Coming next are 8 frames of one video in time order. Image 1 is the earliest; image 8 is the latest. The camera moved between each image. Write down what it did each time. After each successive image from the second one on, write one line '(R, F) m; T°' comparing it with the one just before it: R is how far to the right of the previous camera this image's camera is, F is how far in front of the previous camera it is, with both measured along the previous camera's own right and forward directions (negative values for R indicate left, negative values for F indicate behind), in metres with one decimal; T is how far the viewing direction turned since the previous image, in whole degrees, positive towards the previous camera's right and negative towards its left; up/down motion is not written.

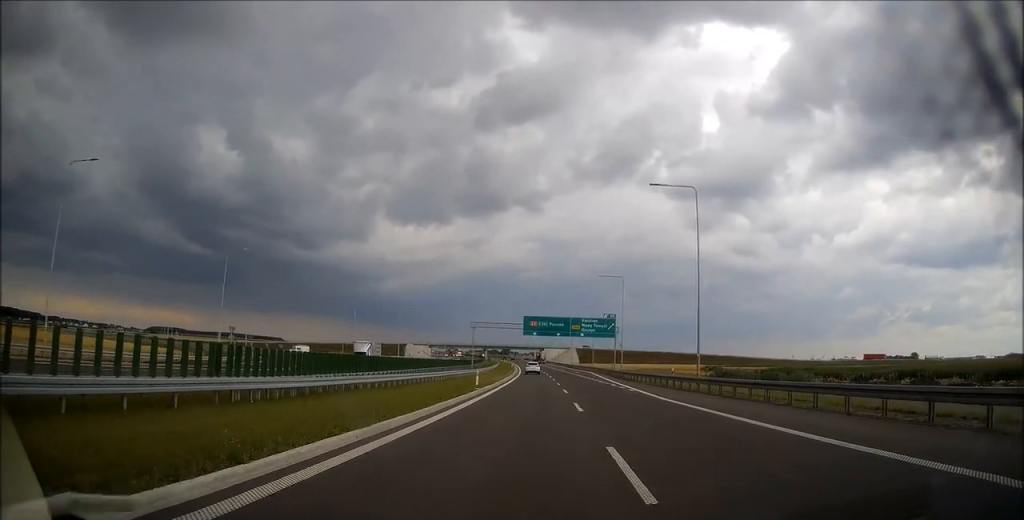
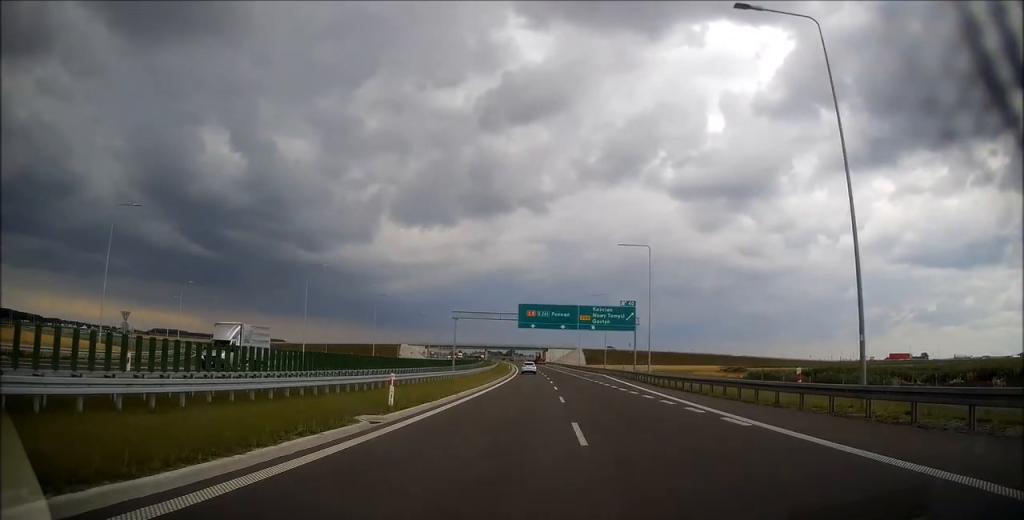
(0.0, +19.8) m; -1°
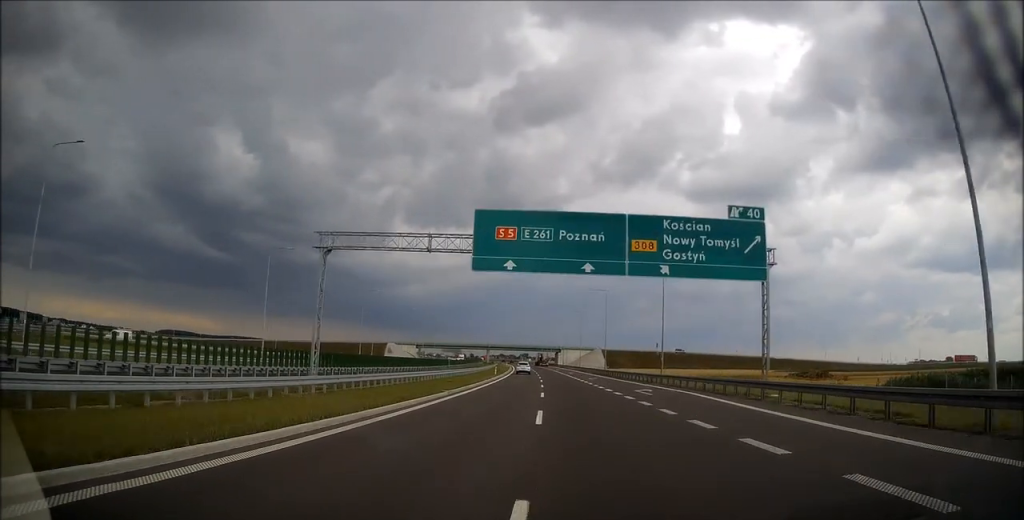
(-0.7, +44.3) m; -1°
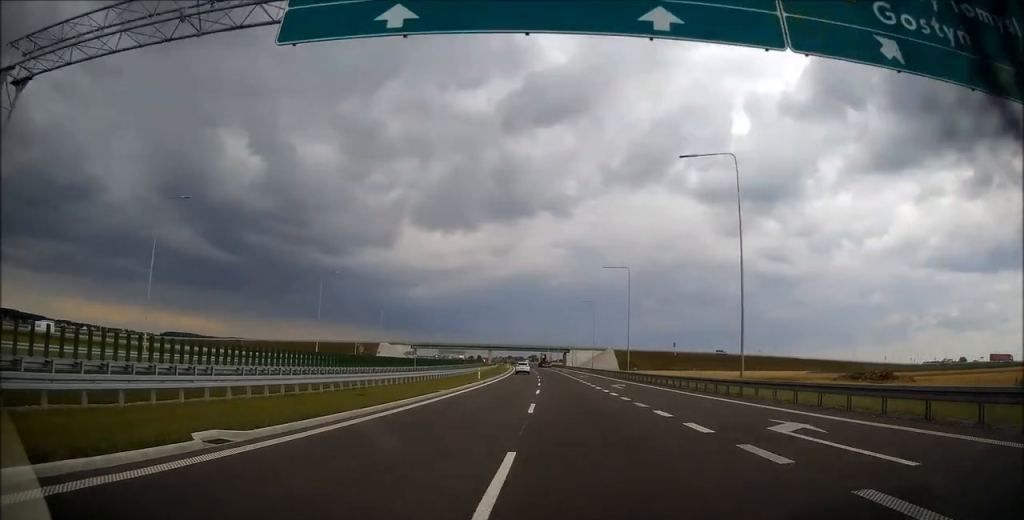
(0.0, +21.0) m; 0°
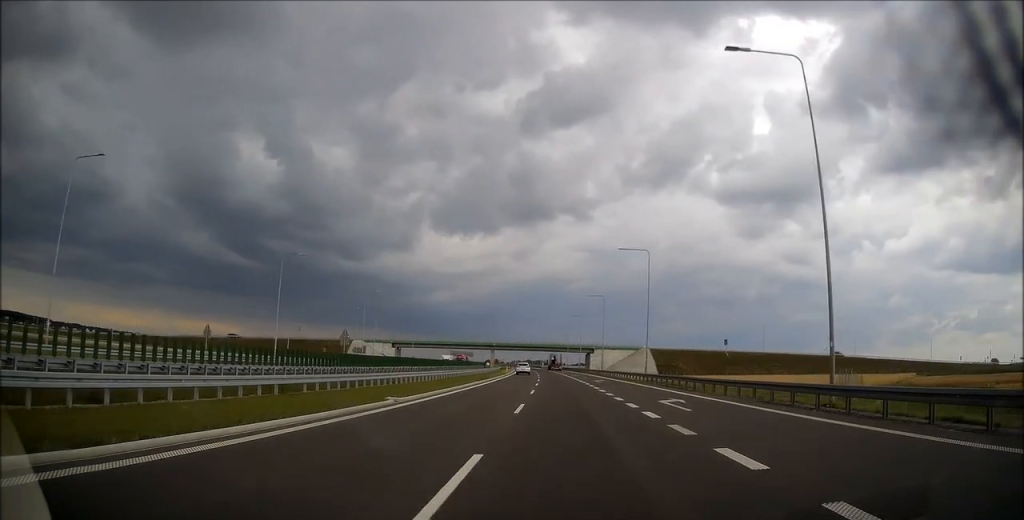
(0.0, +48.7) m; -2°
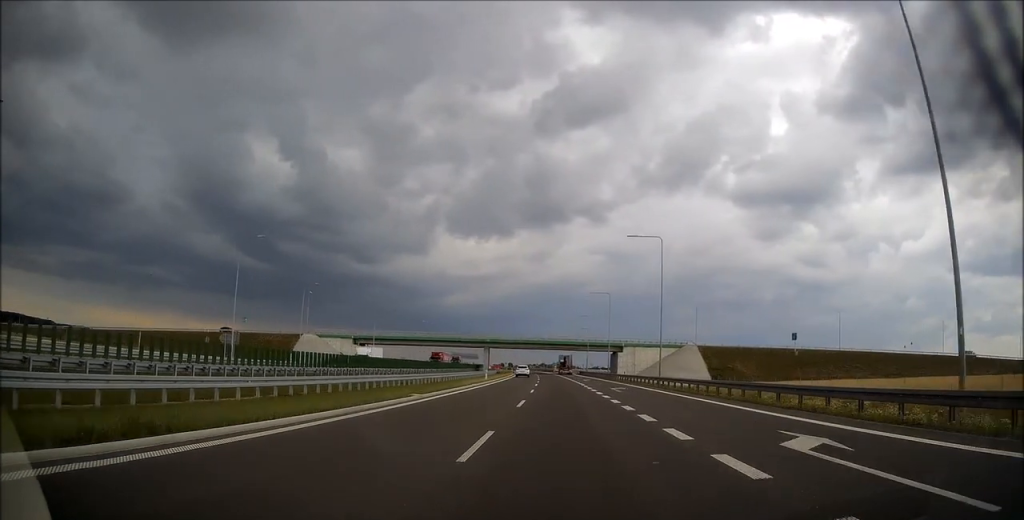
(-1.6, +44.9) m; -2°
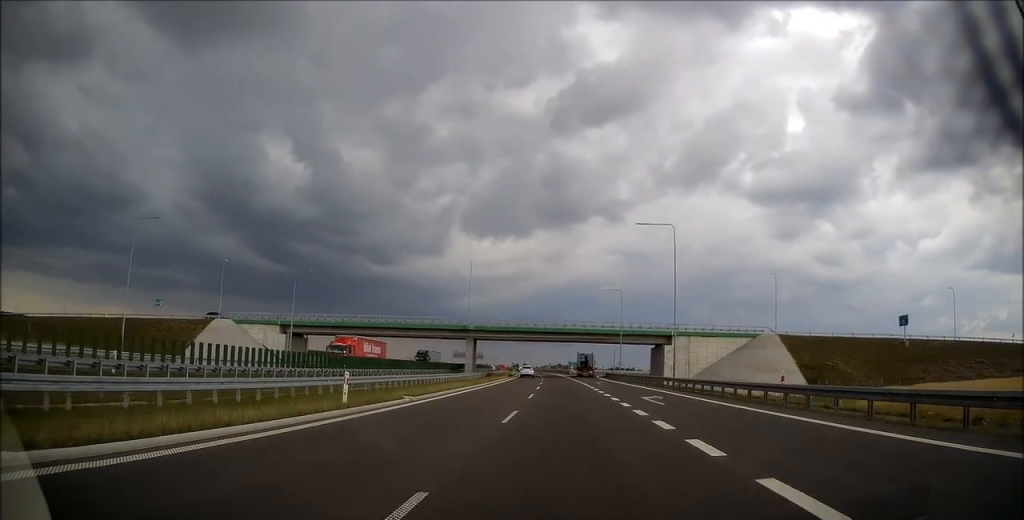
(0.0, +42.4) m; 0°
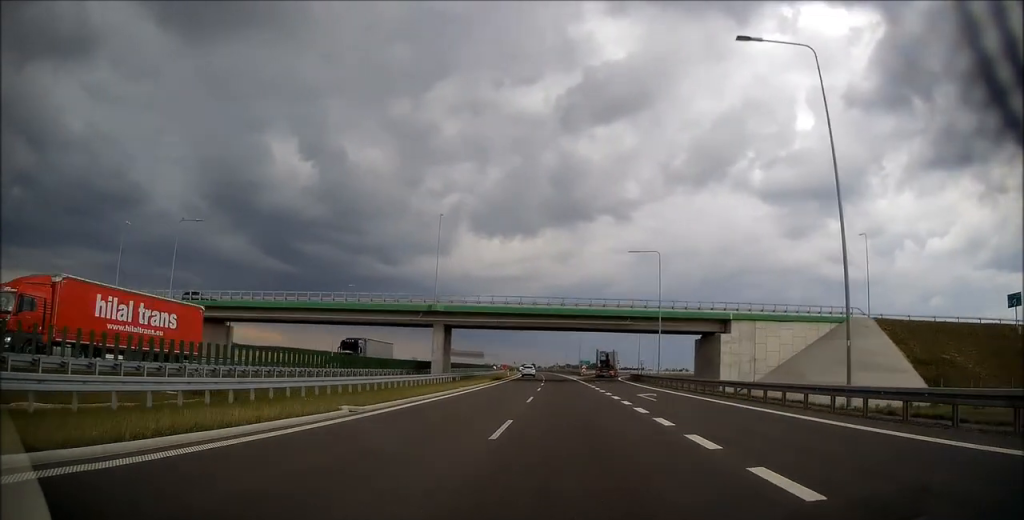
(0.0, +27.4) m; 0°
